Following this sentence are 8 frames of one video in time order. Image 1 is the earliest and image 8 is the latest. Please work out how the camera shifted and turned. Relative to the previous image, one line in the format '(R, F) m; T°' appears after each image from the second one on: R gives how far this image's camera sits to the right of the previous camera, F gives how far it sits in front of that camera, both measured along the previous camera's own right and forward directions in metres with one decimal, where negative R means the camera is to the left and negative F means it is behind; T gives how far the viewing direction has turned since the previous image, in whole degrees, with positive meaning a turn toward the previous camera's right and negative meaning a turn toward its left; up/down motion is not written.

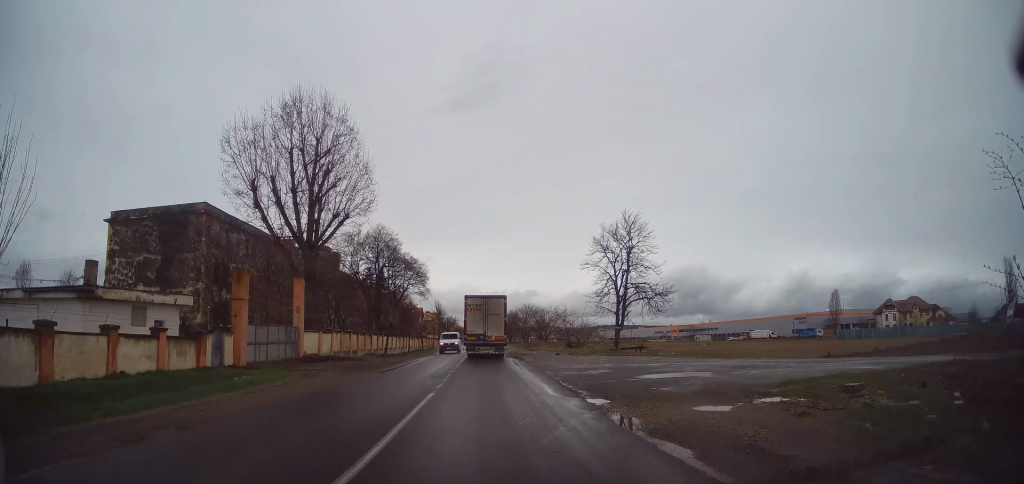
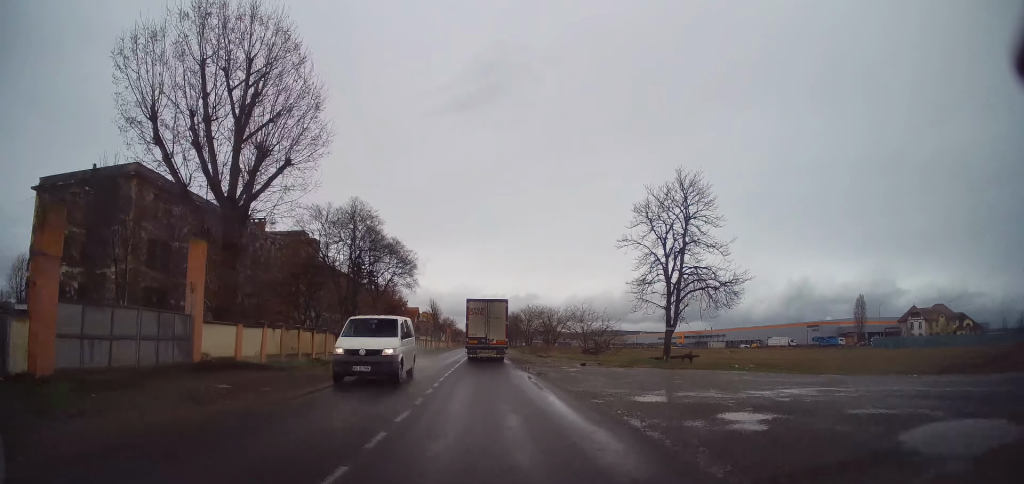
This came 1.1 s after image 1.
(0.0, +12.0) m; 0°
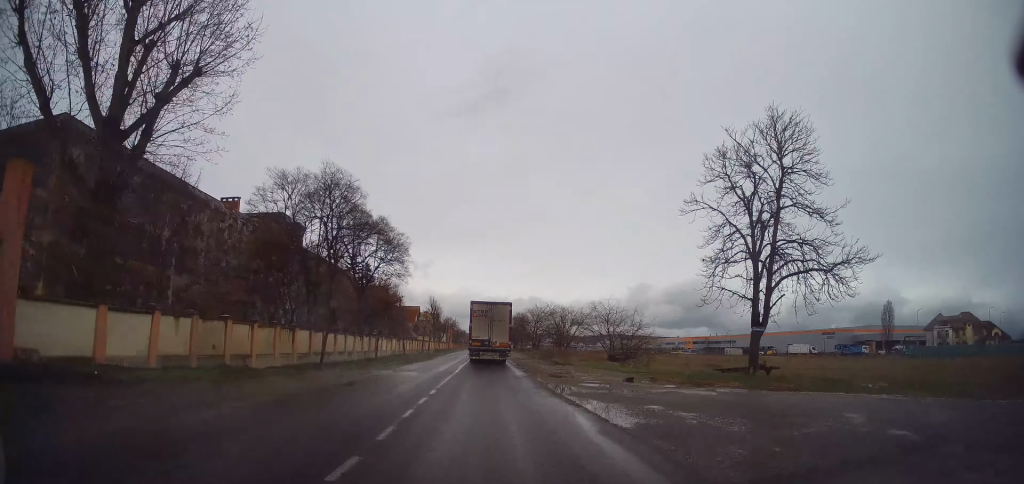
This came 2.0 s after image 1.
(0.0, +9.8) m; 0°
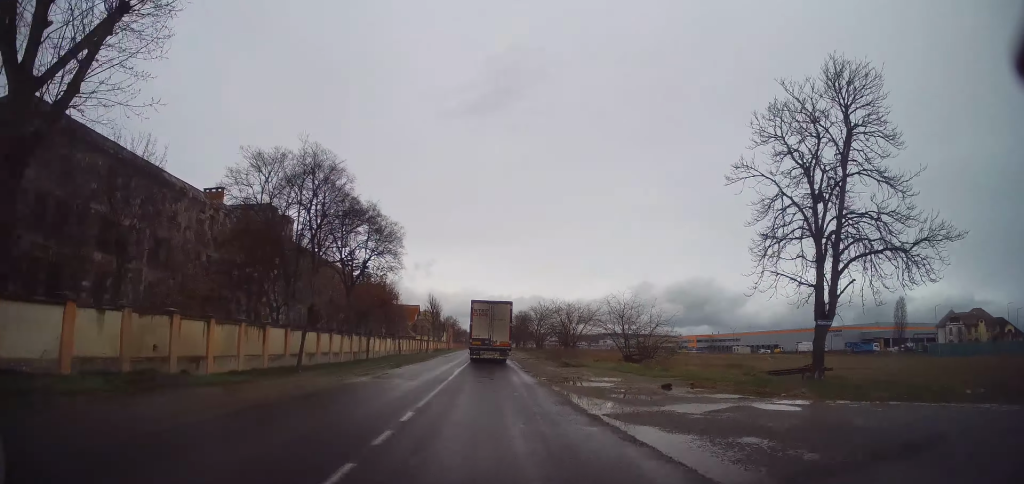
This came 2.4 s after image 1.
(0.0, +4.3) m; 0°
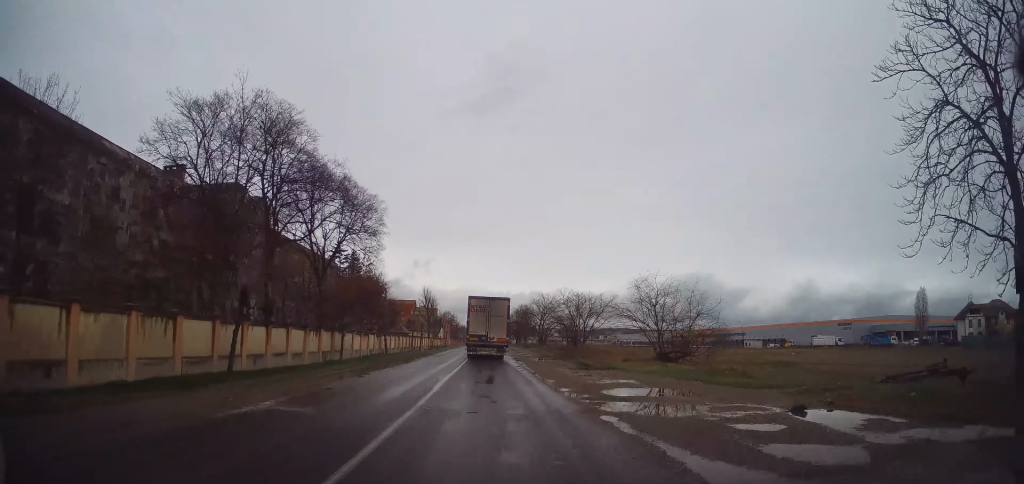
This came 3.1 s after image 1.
(0.0, +8.0) m; 0°
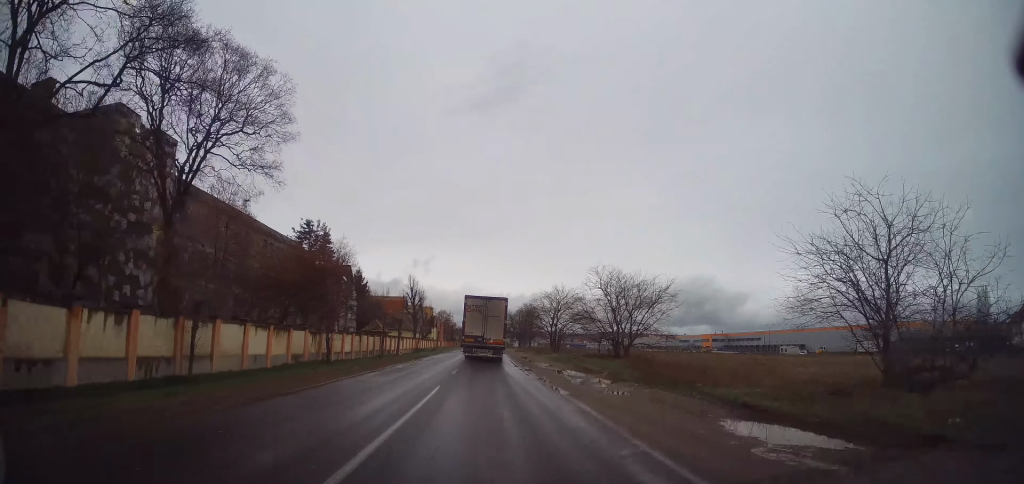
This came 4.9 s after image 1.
(-0.3, +19.5) m; -2°
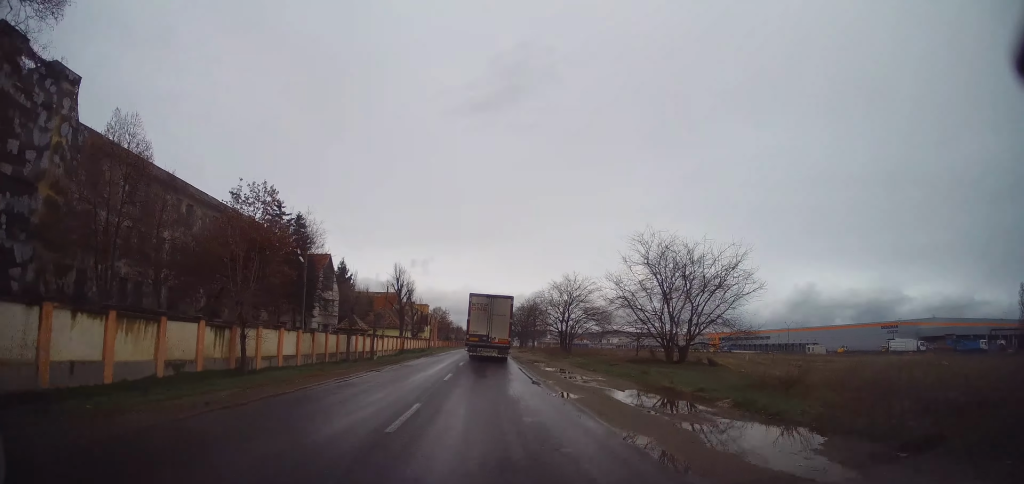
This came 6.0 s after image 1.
(-0.1, +12.2) m; +1°
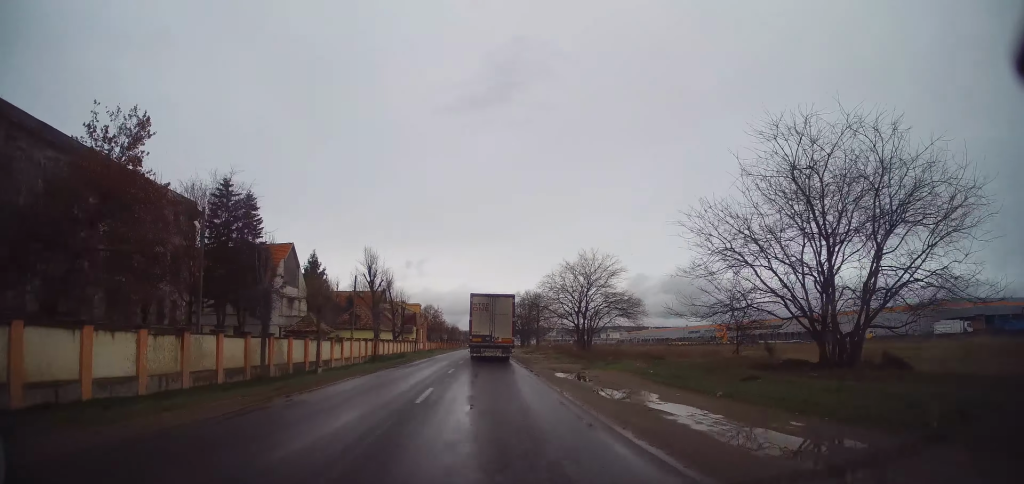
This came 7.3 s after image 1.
(+0.3, +14.9) m; +1°
